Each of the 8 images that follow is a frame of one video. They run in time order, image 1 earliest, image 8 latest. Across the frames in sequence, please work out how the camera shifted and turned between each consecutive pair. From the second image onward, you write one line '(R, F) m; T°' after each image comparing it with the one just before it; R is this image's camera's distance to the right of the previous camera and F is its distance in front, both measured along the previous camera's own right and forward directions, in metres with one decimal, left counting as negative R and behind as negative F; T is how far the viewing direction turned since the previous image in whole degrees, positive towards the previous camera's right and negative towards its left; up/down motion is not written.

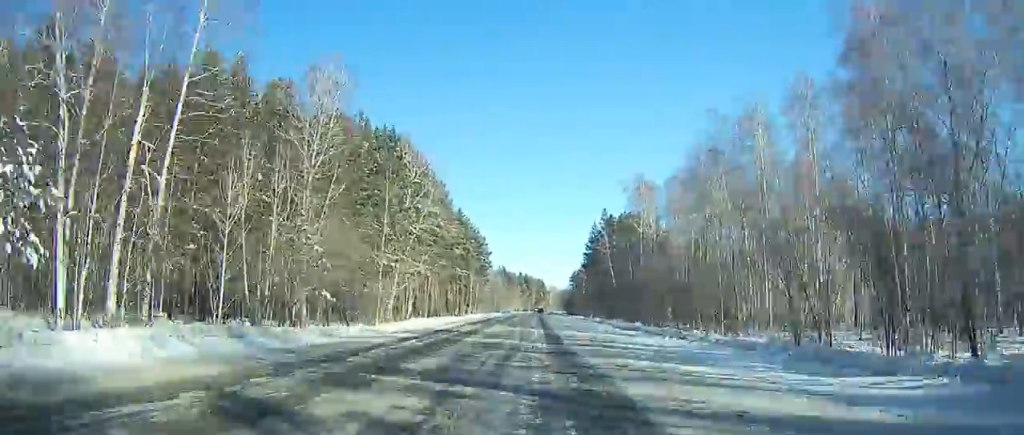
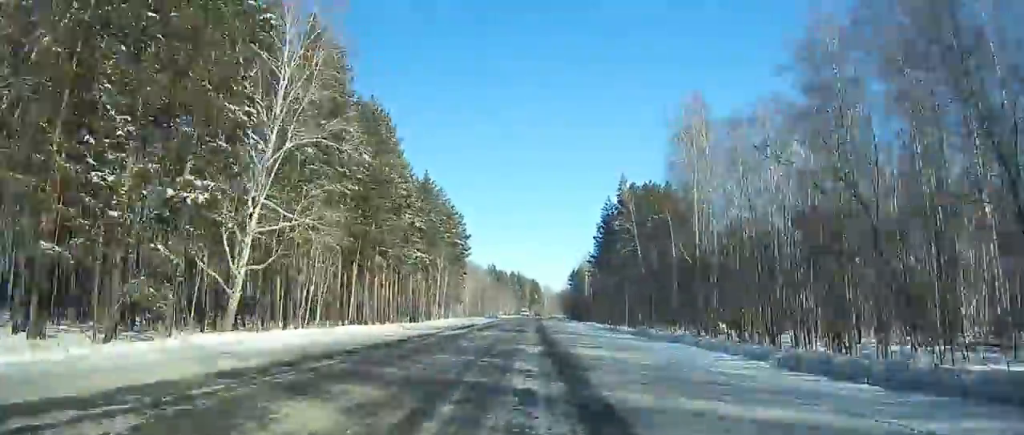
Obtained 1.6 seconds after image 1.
(+0.1, +34.8) m; 0°
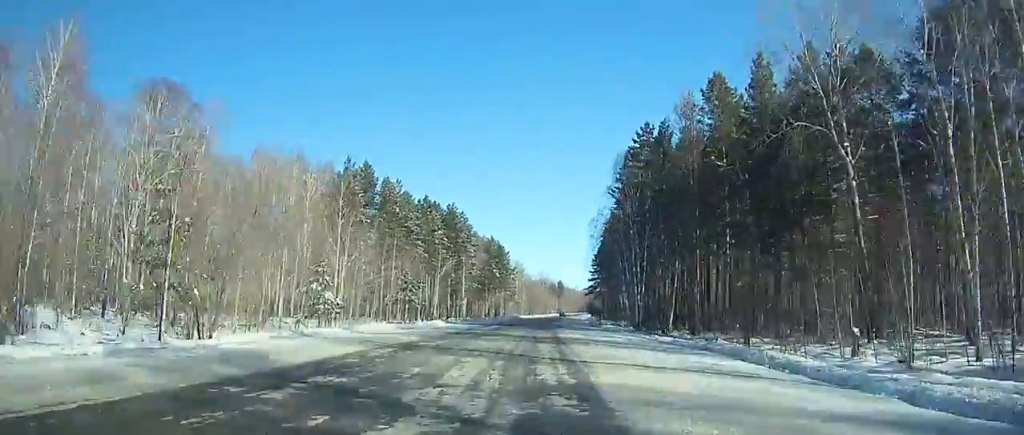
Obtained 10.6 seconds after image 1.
(+3.4, +196.6) m; +3°
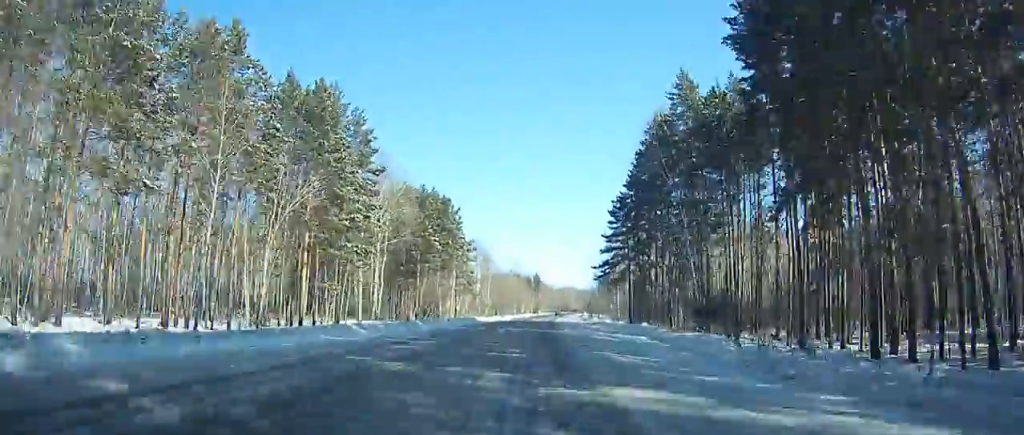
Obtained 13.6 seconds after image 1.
(+1.7, +66.5) m; +3°
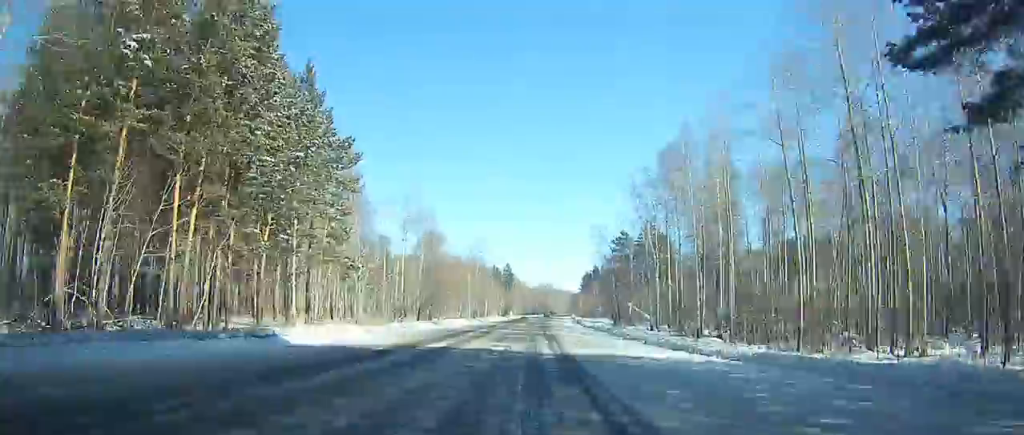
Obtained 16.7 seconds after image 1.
(+1.7, +69.2) m; +4°
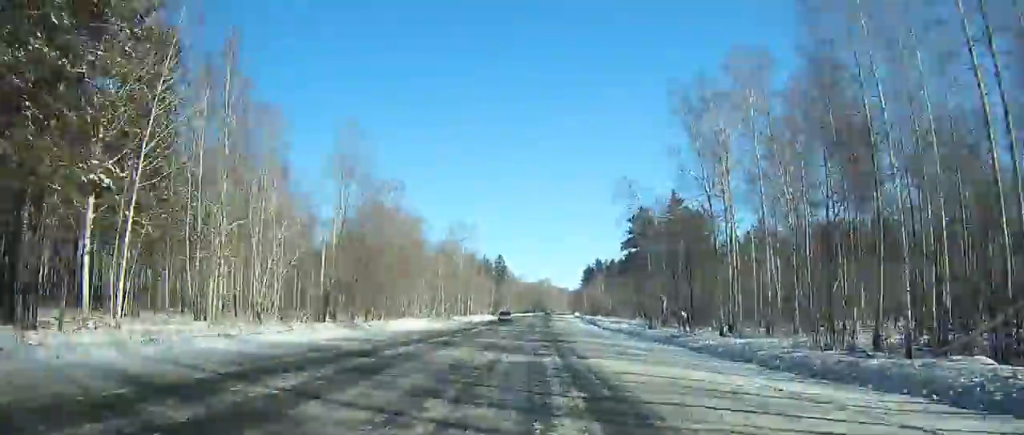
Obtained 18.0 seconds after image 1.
(-0.5, +29.2) m; +3°
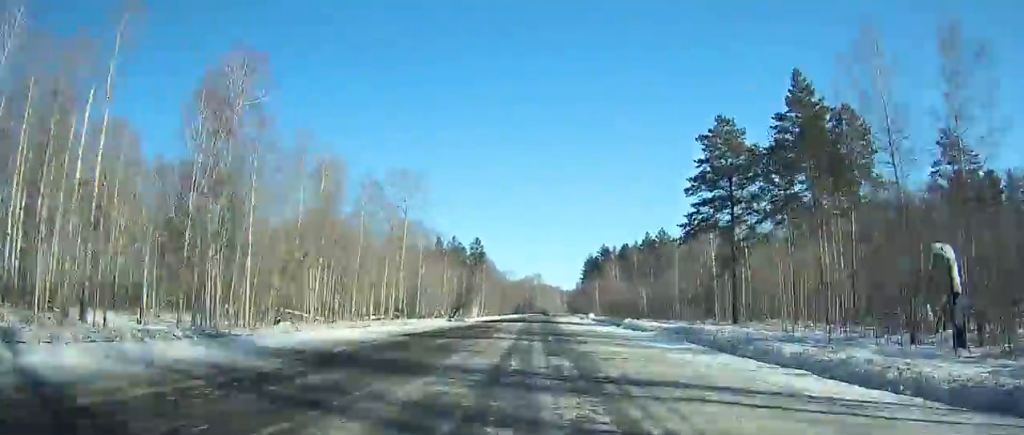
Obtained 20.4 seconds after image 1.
(+3.5, +53.8) m; -1°
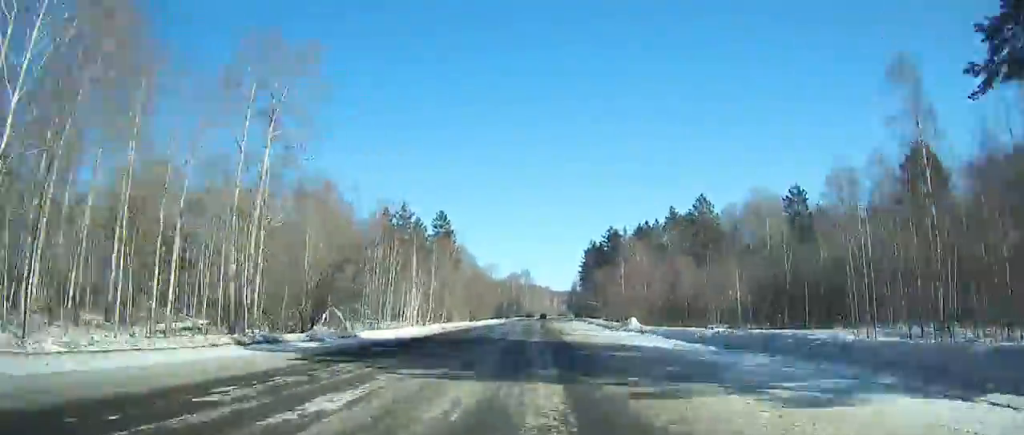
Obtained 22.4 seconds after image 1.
(-0.4, +44.7) m; -2°
